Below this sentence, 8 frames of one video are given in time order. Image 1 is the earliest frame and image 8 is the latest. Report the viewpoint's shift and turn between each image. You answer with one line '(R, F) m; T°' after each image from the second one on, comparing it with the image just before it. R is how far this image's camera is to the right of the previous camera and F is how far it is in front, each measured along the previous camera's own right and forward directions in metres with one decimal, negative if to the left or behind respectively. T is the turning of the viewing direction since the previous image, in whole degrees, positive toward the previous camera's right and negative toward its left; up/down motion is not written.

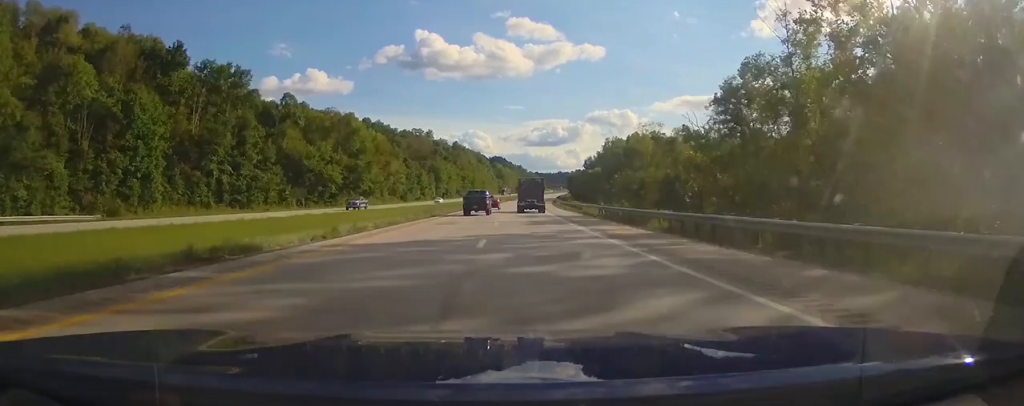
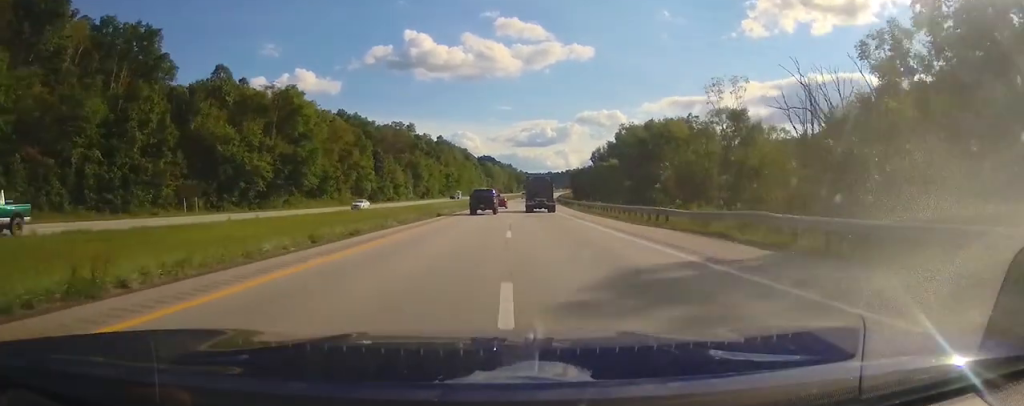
(+1.4, +33.8) m; +3°
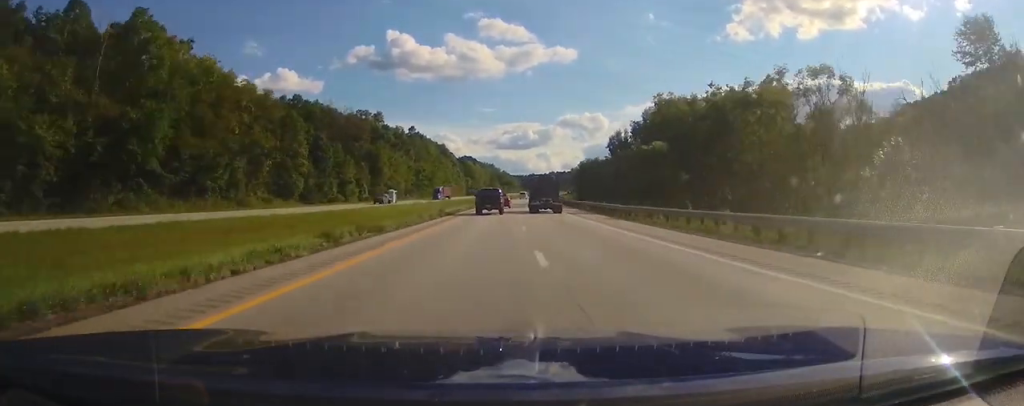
(+0.3, +44.3) m; 0°
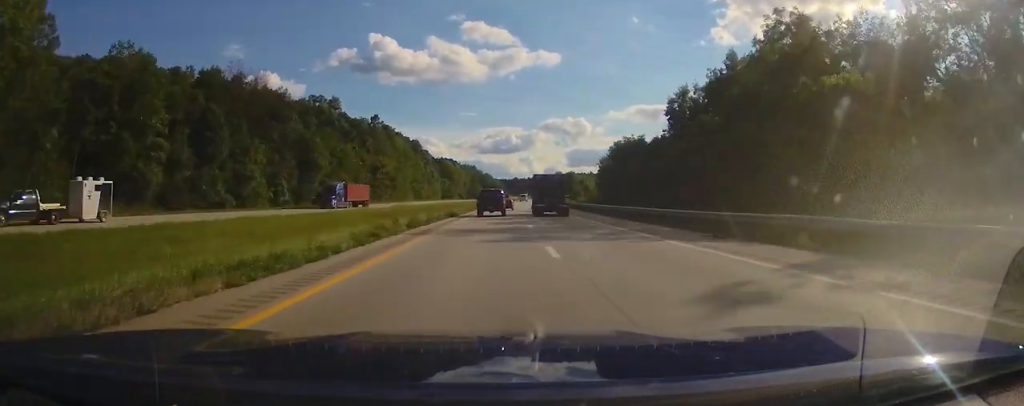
(0.0, +47.9) m; 0°
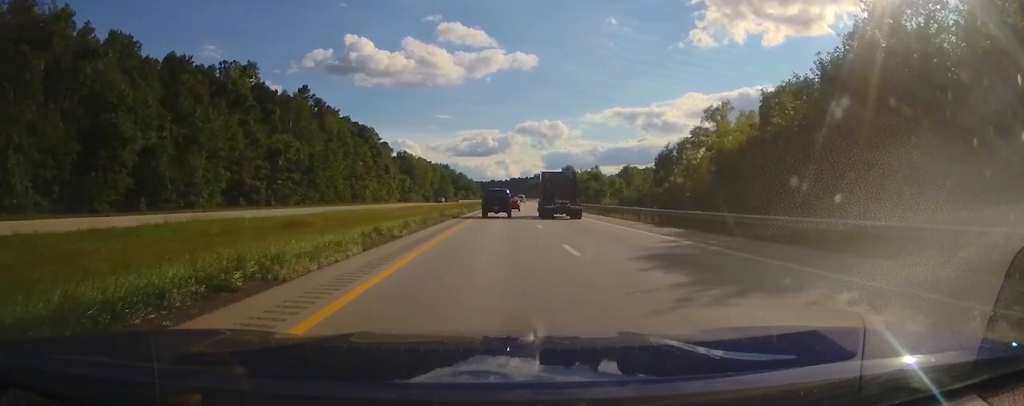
(+0.4, +61.2) m; +2°
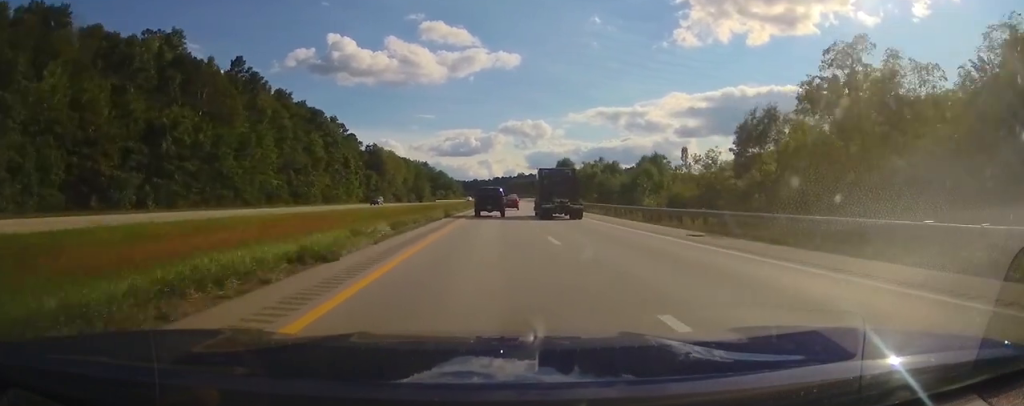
(+0.9, +34.3) m; +3°
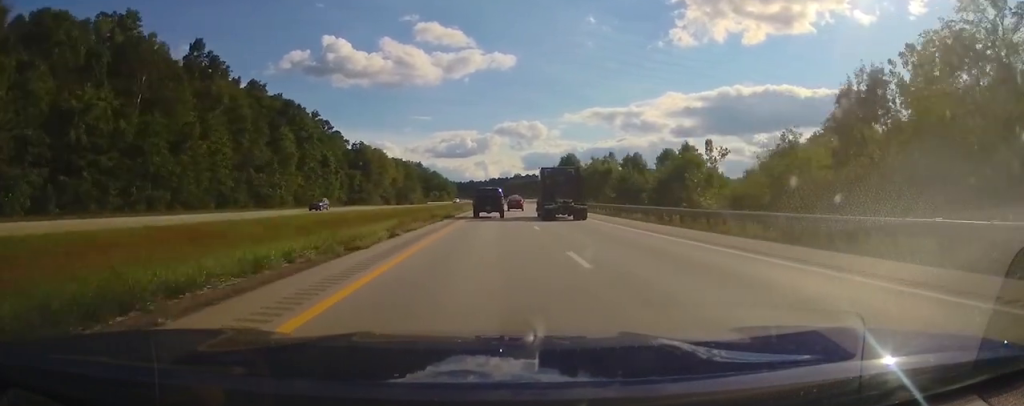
(+0.5, +17.6) m; +1°
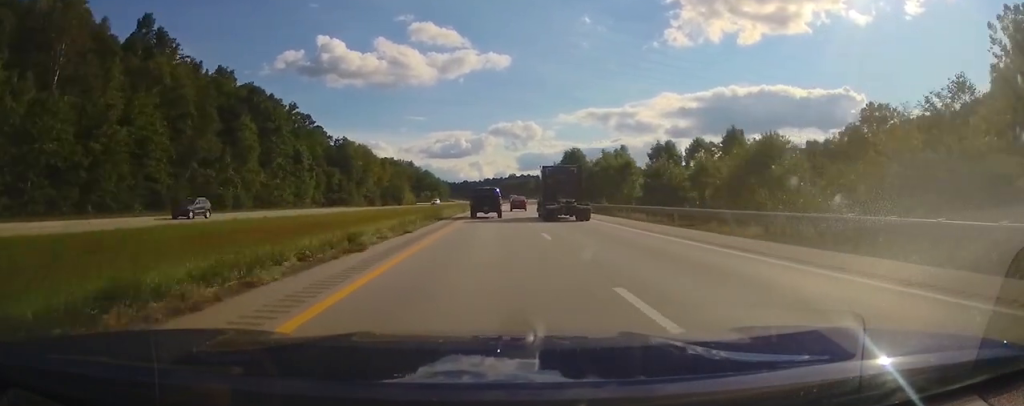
(+0.2, +17.6) m; +1°
